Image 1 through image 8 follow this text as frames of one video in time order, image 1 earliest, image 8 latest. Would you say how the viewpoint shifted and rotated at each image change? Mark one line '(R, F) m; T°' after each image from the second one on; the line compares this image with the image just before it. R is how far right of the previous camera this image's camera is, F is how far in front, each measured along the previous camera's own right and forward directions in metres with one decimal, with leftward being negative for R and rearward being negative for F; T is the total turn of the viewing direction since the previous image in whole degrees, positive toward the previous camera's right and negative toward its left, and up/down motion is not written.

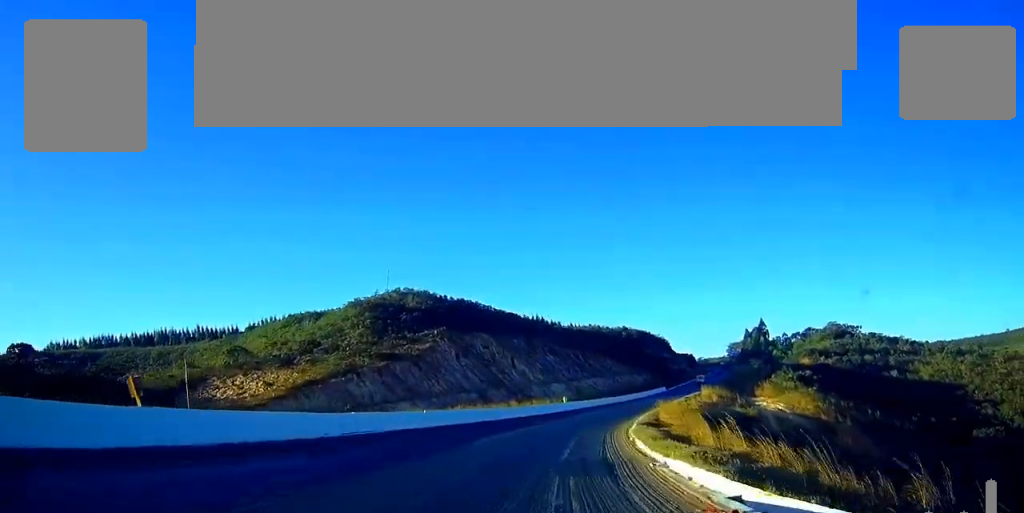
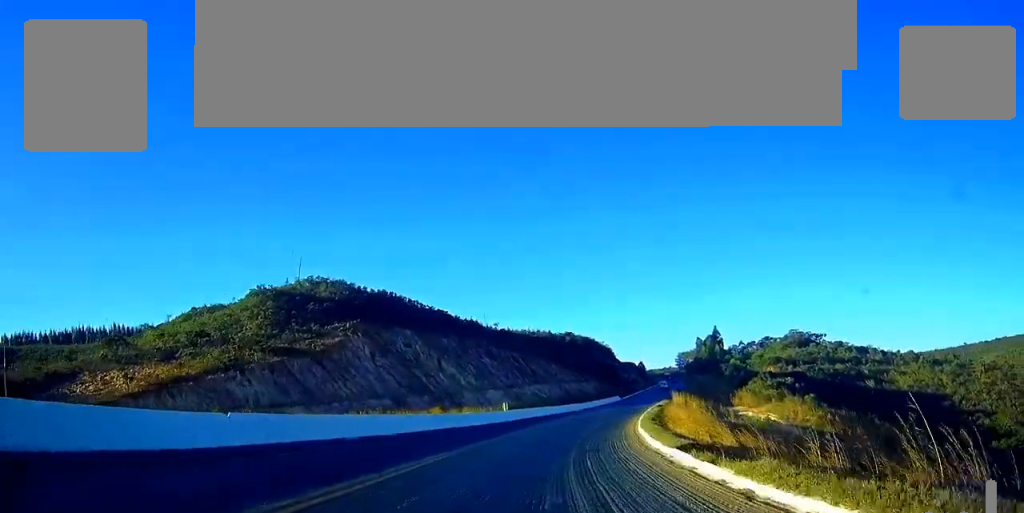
(+0.7, +21.7) m; +14°
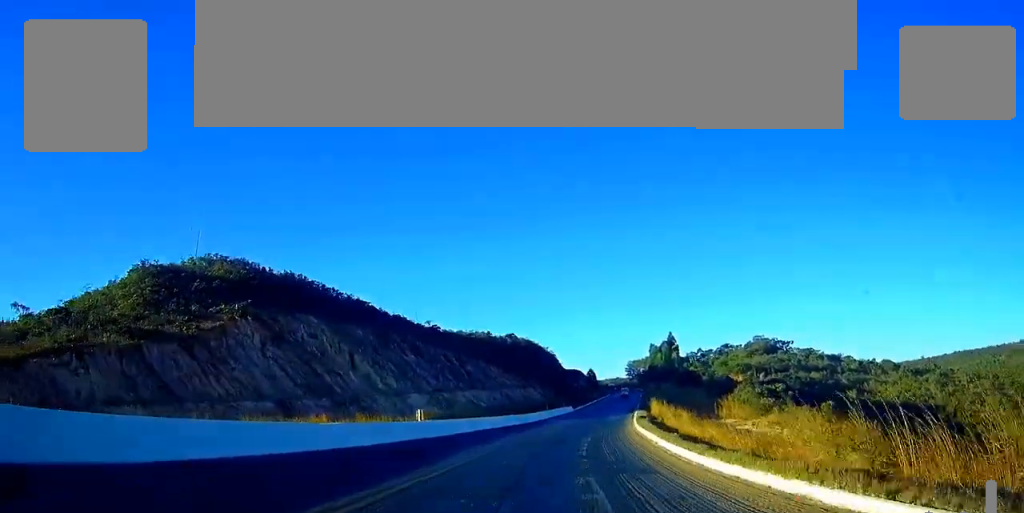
(+4.4, +22.0) m; +14°
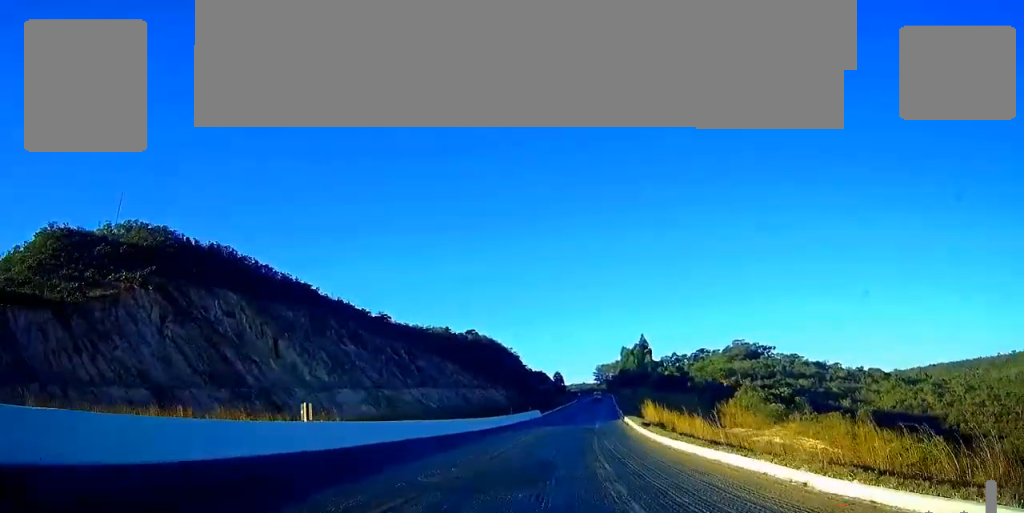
(+1.8, +17.0) m; +4°
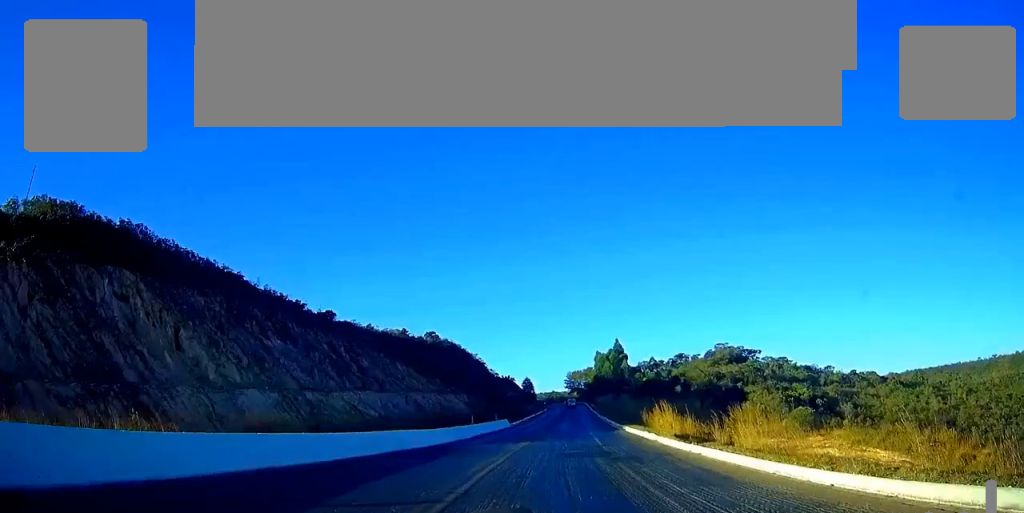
(+0.6, +17.0) m; -5°
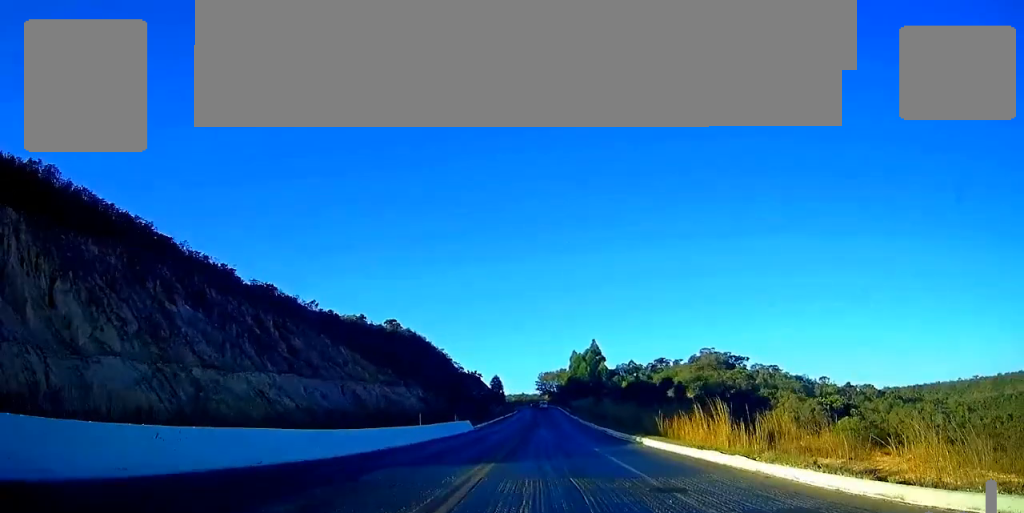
(-1.6, +14.9) m; -1°
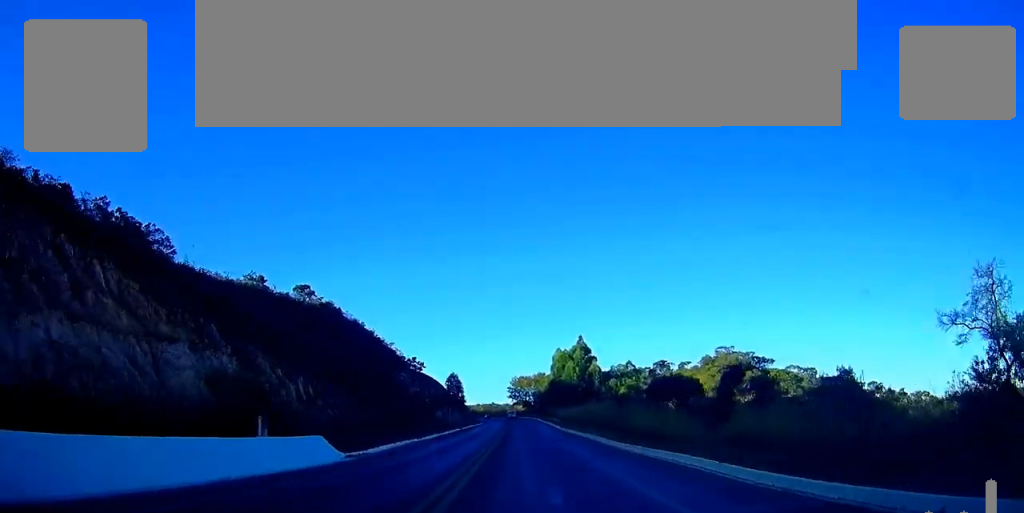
(+2.4, +41.8) m; +8°
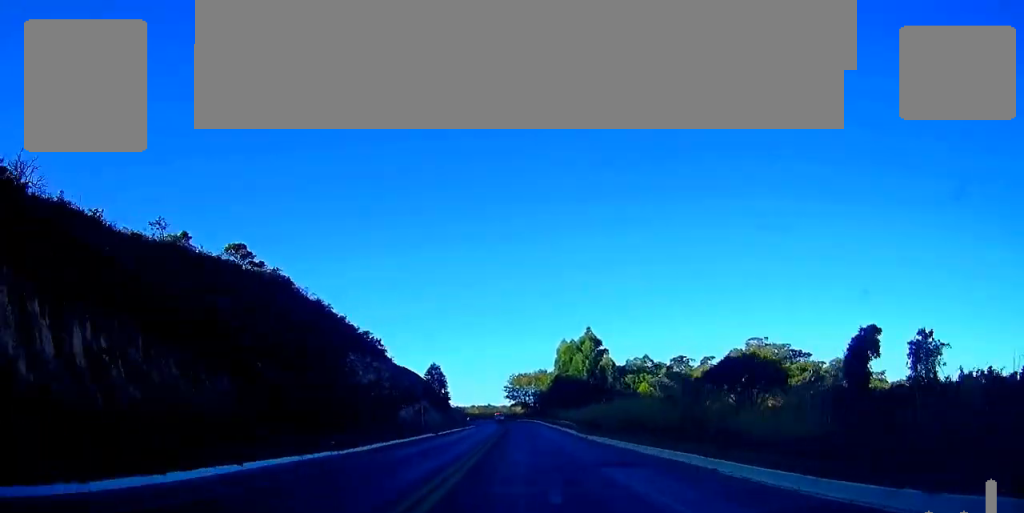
(0.0, +23.9) m; 0°
